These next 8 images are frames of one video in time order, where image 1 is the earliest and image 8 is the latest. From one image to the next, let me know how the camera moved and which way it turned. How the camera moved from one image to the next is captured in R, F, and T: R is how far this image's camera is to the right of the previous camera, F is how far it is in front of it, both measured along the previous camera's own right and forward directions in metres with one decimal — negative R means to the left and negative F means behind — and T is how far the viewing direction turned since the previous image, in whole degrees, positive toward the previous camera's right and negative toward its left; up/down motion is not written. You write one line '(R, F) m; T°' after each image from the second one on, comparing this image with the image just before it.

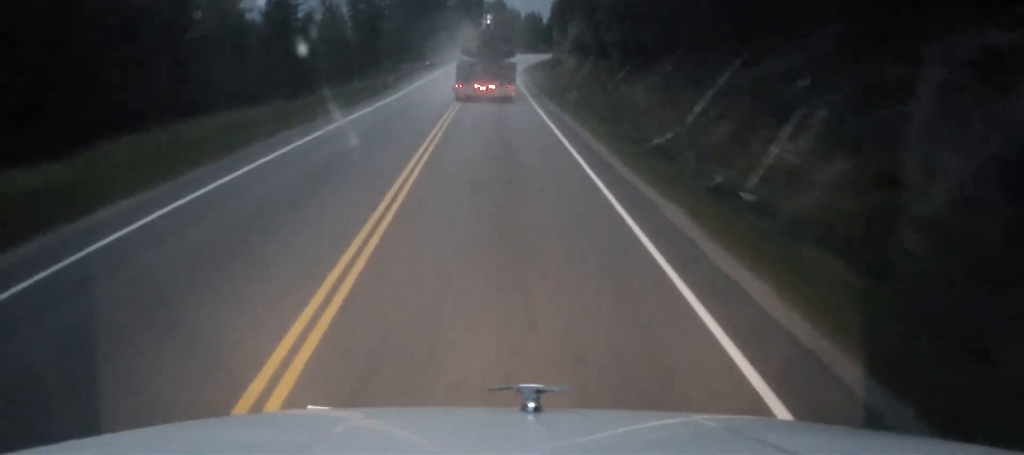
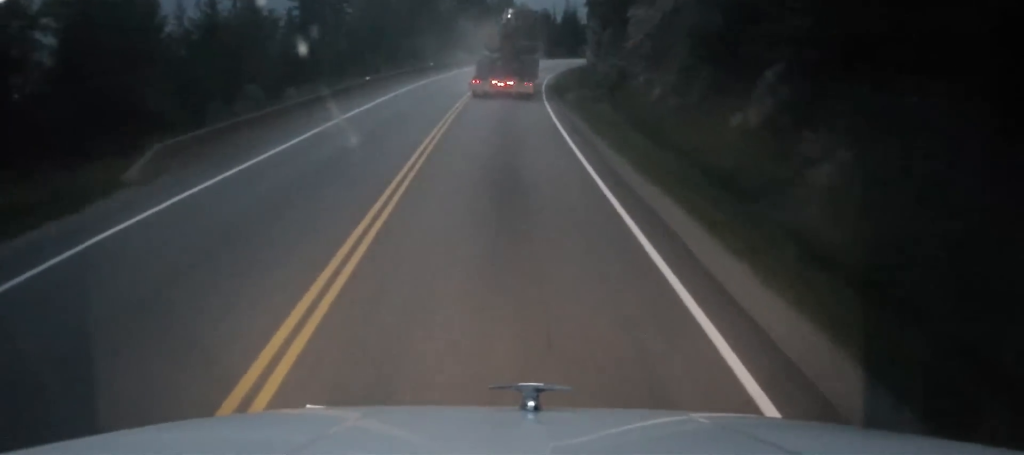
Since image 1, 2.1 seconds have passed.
(-1.7, +41.0) m; -6°
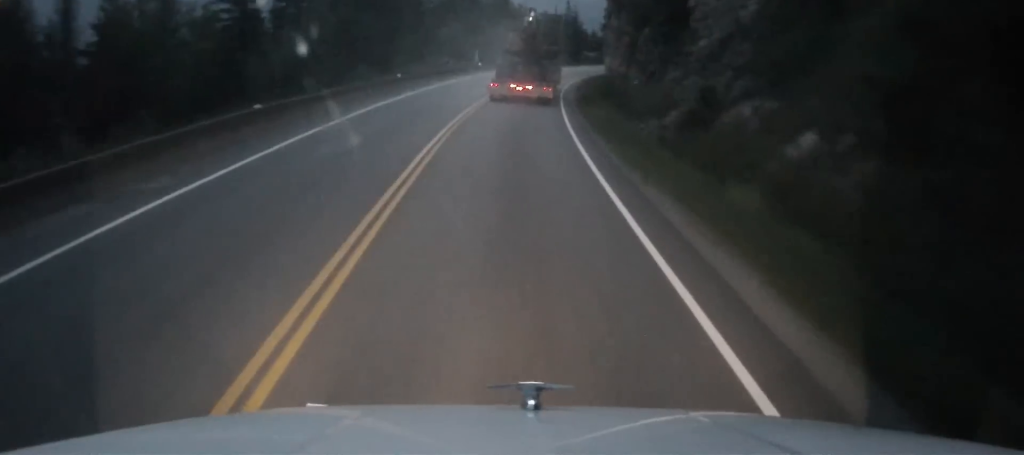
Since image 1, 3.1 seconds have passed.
(-0.3, +19.4) m; +1°
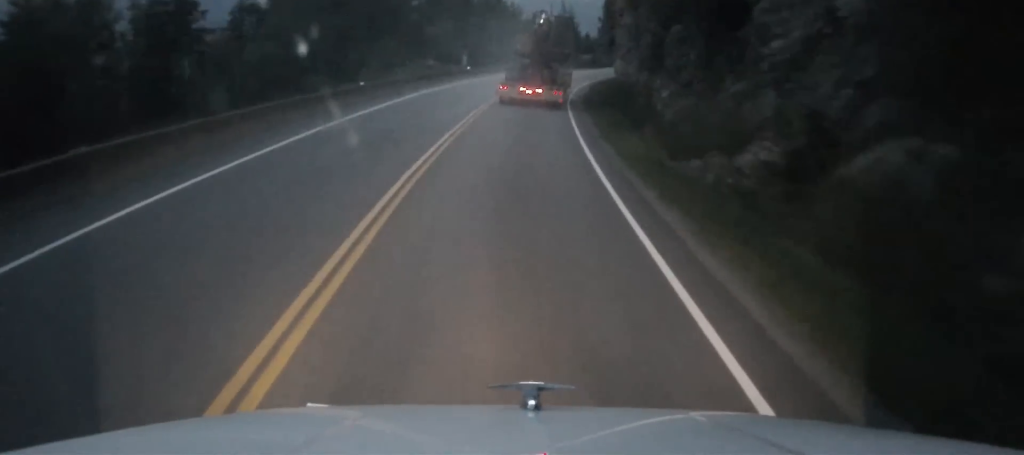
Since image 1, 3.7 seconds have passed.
(-0.1, +10.3) m; +2°
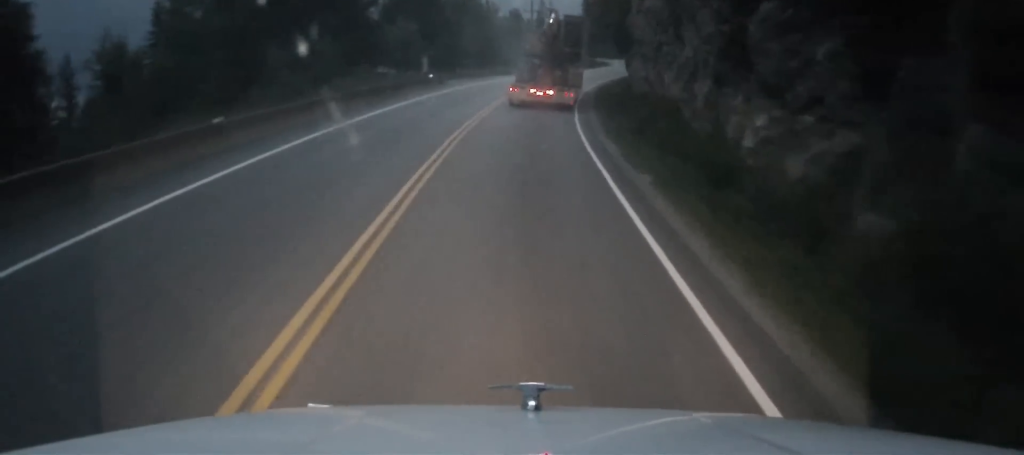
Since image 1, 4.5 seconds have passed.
(+0.8, +16.6) m; +3°
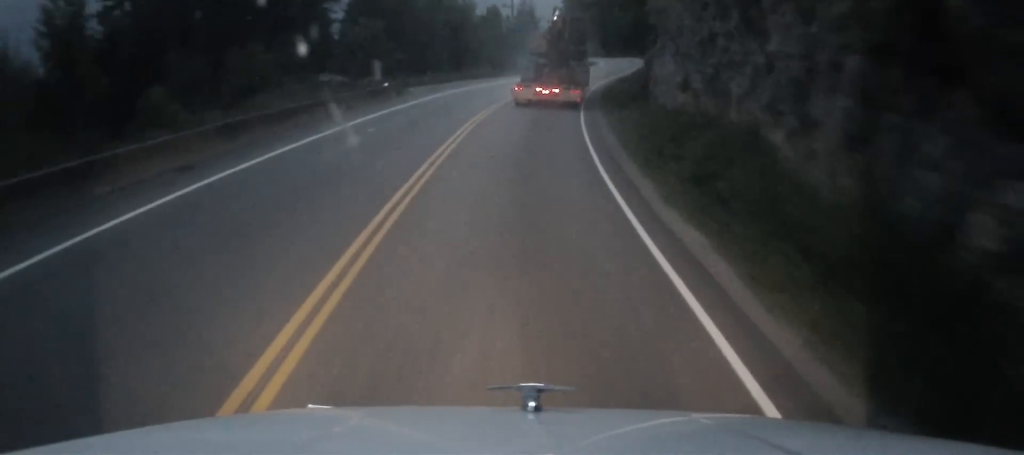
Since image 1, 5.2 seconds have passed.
(+0.1, +12.1) m; +1°
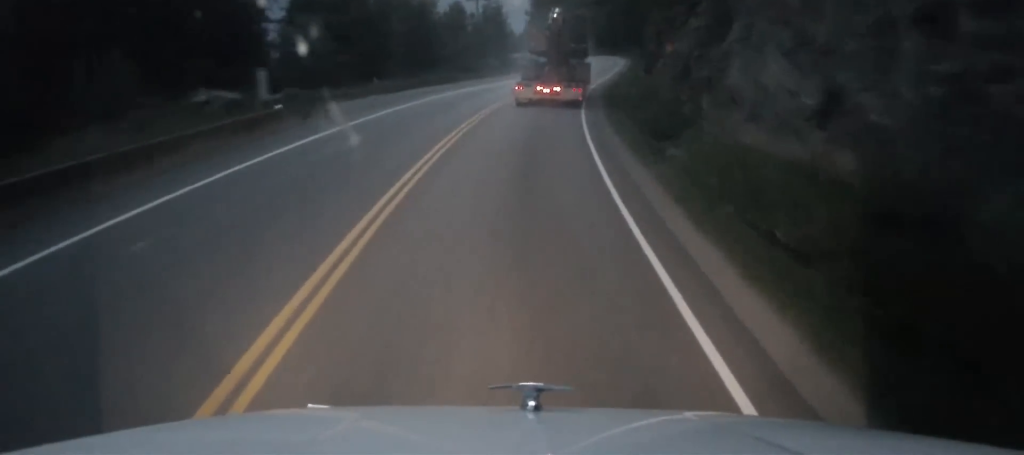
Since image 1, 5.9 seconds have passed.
(+0.2, +14.7) m; +1°
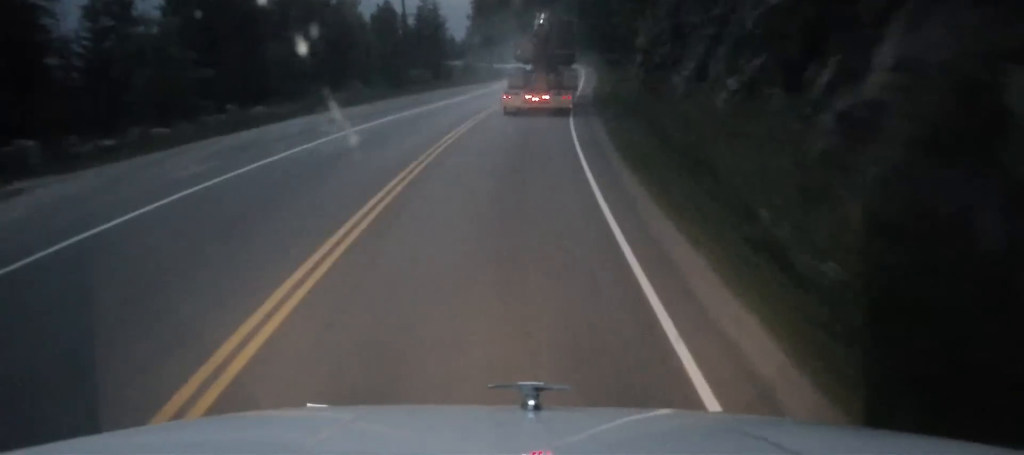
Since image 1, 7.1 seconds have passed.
(+0.4, +22.4) m; +1°
